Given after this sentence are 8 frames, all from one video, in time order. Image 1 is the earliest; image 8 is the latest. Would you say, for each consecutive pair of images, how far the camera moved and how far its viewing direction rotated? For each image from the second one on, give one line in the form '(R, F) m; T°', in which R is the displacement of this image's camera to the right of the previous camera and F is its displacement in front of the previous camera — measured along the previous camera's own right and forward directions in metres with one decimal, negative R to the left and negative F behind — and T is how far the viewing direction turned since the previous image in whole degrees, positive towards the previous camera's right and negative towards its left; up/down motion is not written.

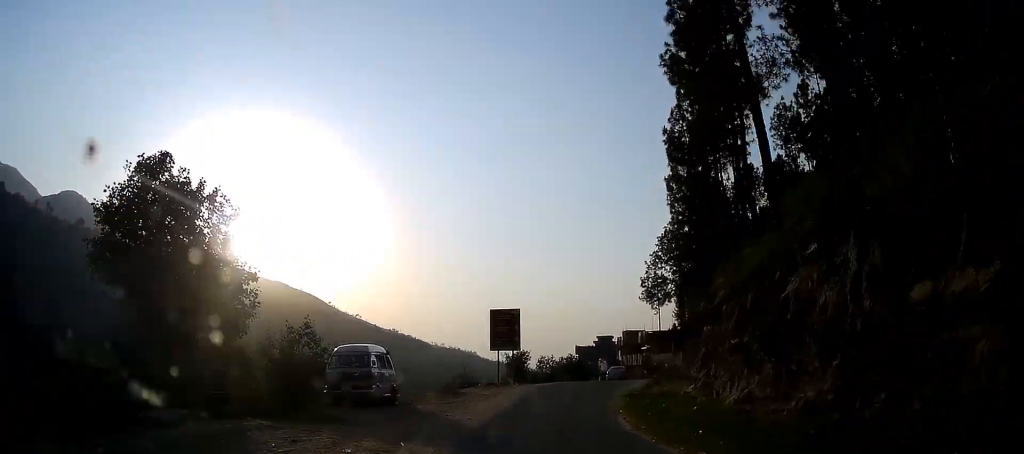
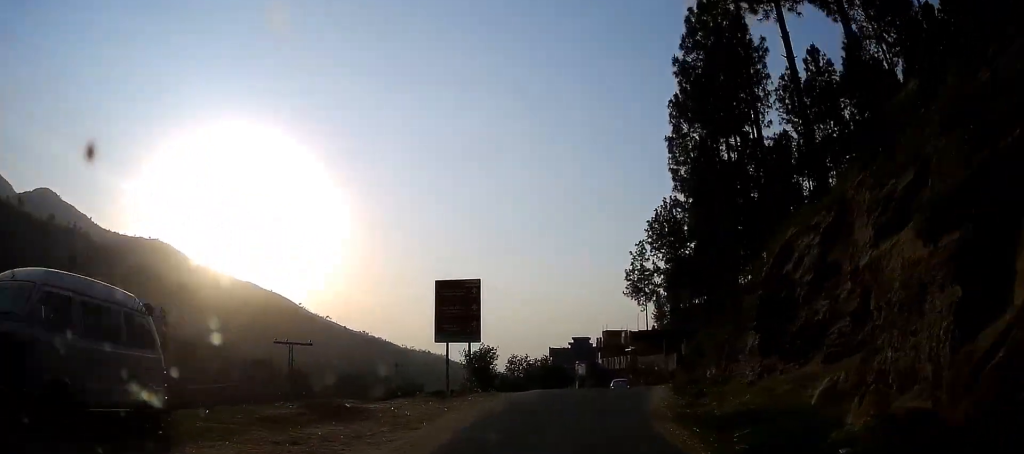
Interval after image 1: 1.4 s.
(-0.1, +11.6) m; +1°
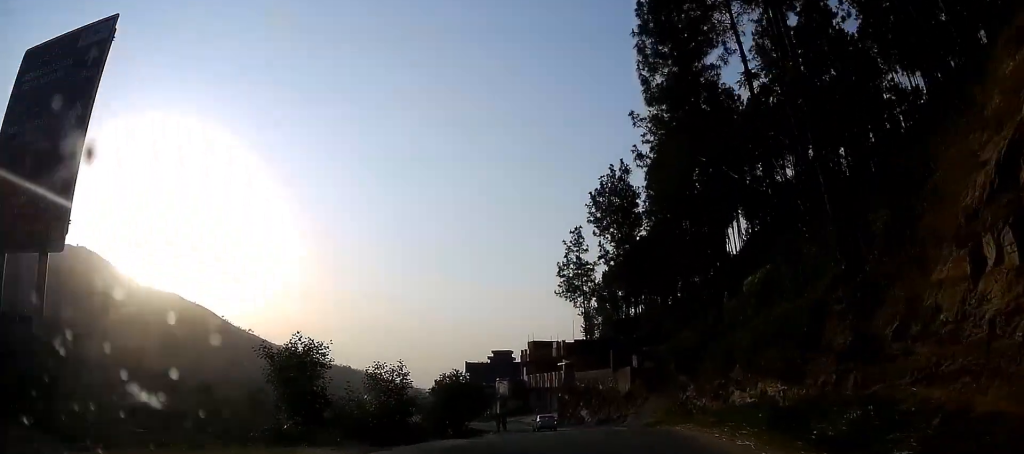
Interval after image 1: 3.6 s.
(+0.7, +17.9) m; +6°
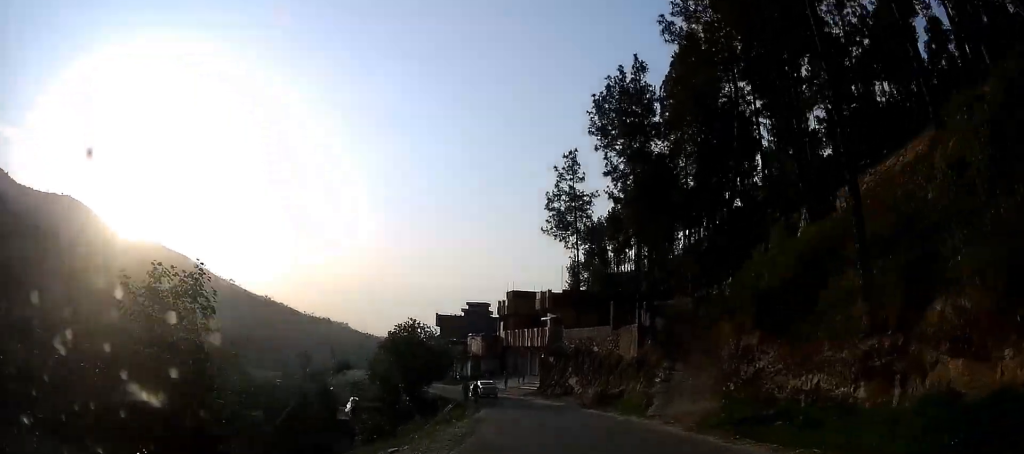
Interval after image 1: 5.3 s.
(+0.7, +13.7) m; +4°
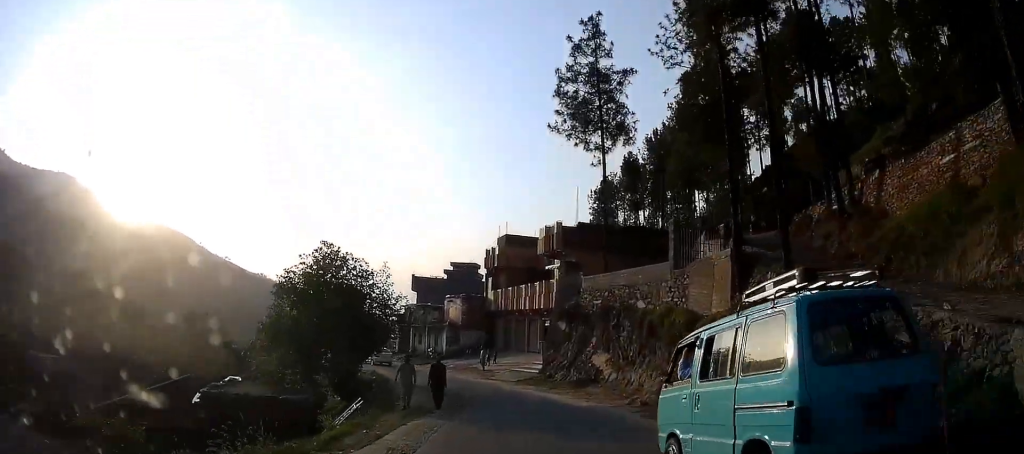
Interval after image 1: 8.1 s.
(+0.7, +20.5) m; +1°
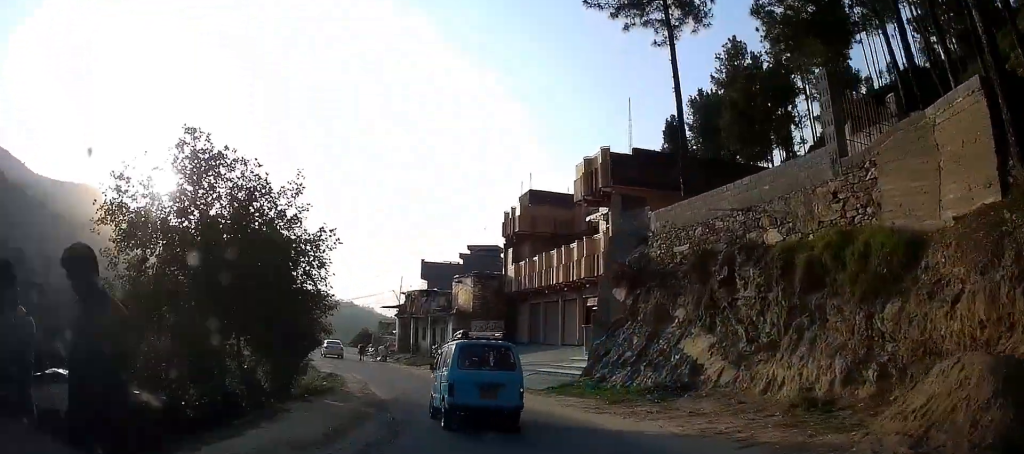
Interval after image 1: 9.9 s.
(-0.3, +13.5) m; -5°
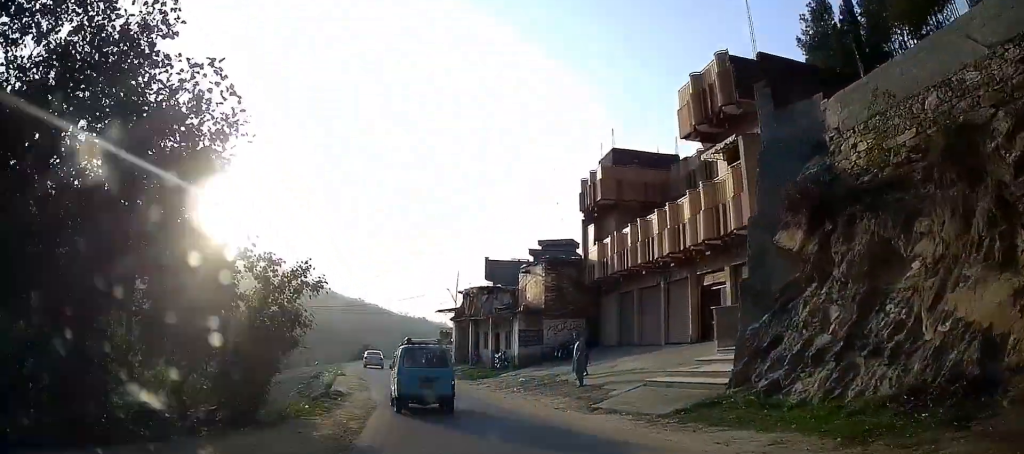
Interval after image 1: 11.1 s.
(-0.2, +8.6) m; -5°
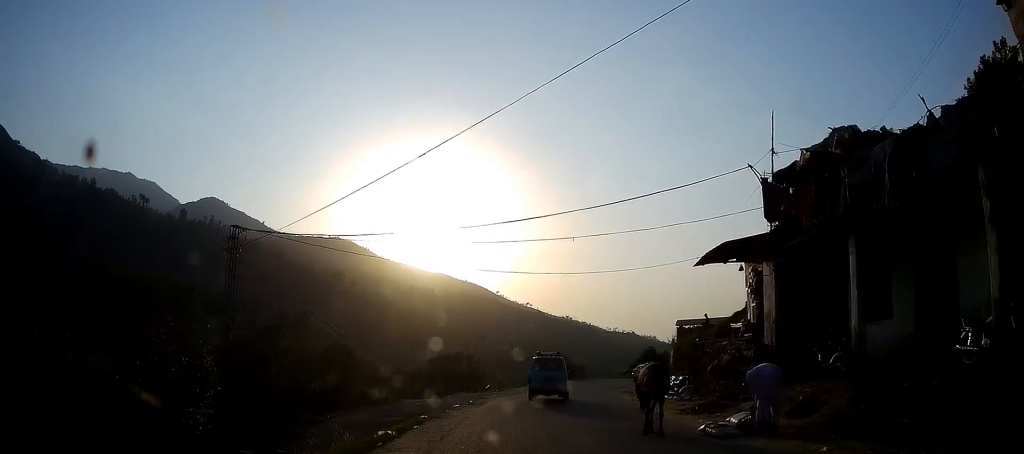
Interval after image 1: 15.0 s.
(-4.9, +26.7) m; -20°
